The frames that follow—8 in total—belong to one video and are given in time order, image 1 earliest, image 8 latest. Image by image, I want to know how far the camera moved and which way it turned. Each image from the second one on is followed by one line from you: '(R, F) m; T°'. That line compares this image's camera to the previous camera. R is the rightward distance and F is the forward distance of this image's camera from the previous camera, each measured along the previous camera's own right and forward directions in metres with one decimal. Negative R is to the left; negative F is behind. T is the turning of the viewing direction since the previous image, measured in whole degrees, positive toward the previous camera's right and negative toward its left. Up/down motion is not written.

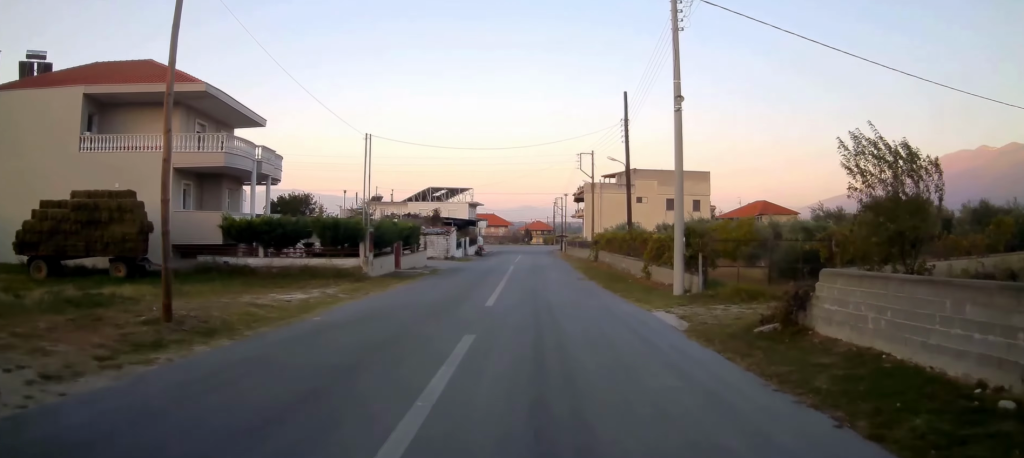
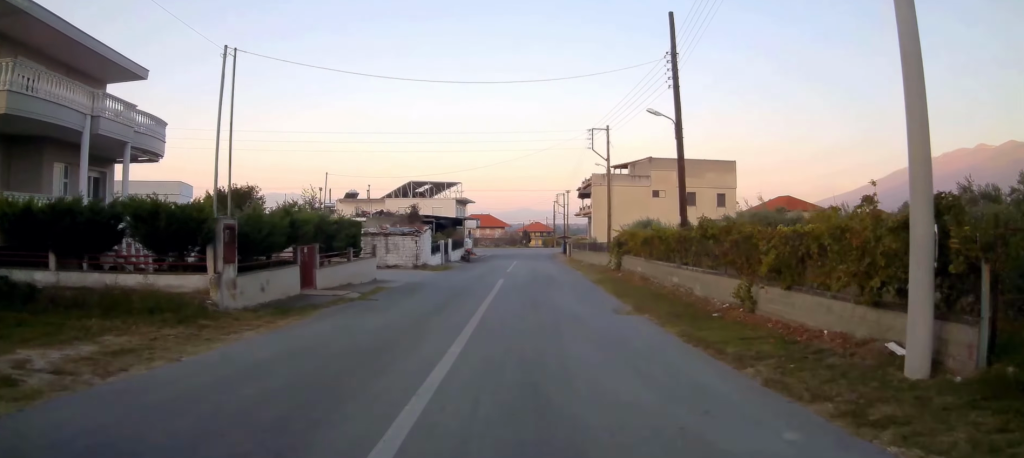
(-0.1, +12.5) m; -2°
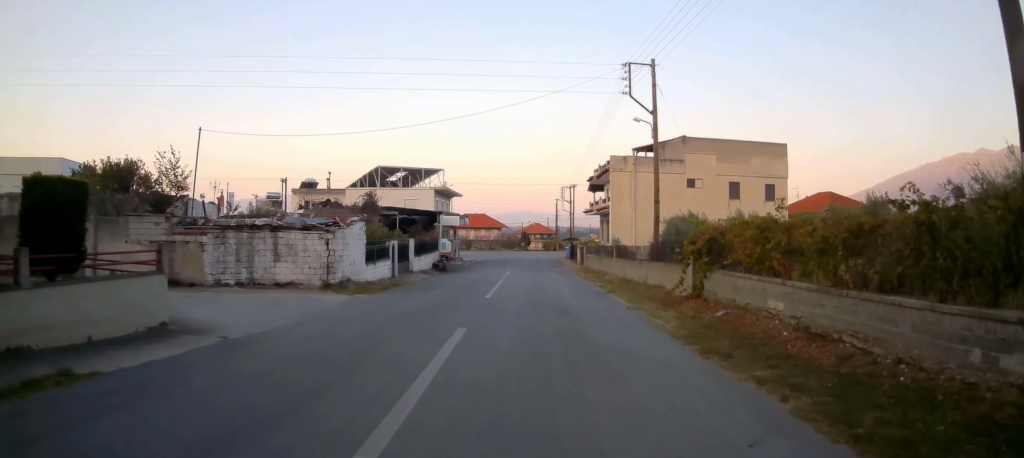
(0.0, +16.4) m; 0°
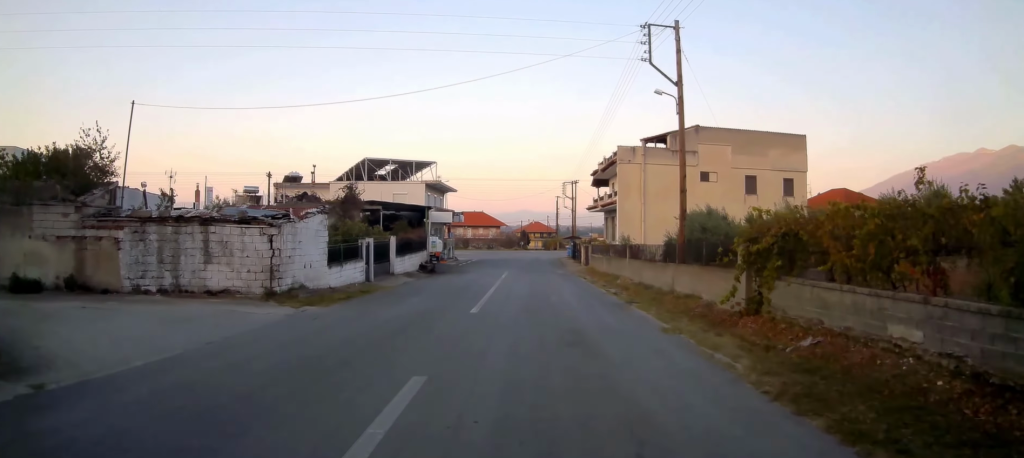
(+0.1, +4.7) m; 0°
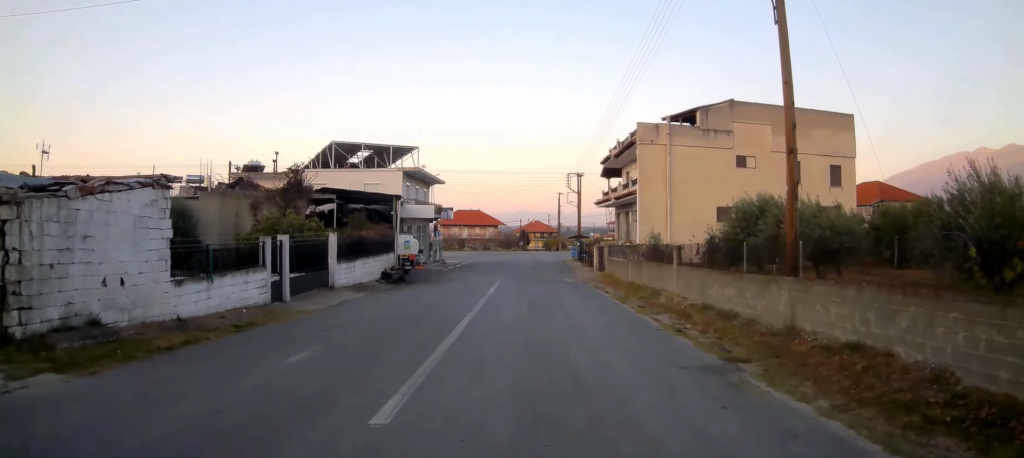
(-0.4, +9.5) m; 0°
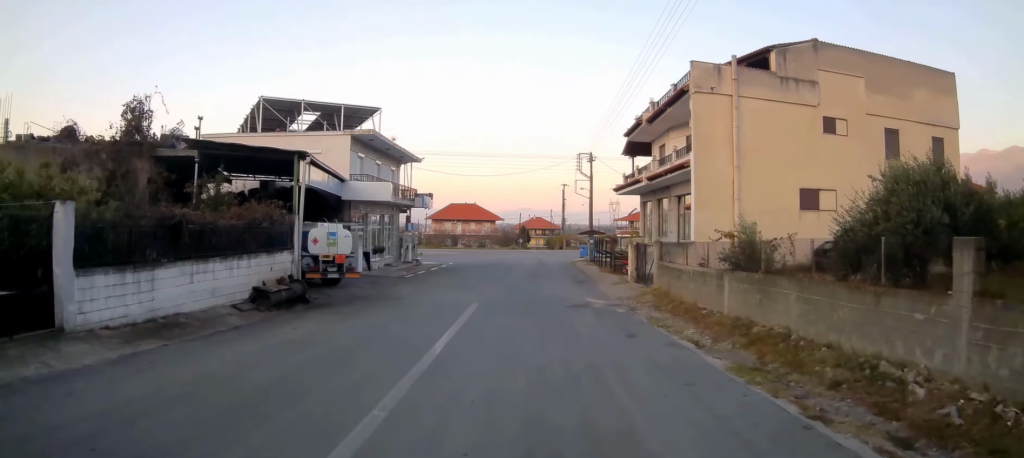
(+0.4, +13.2) m; +1°
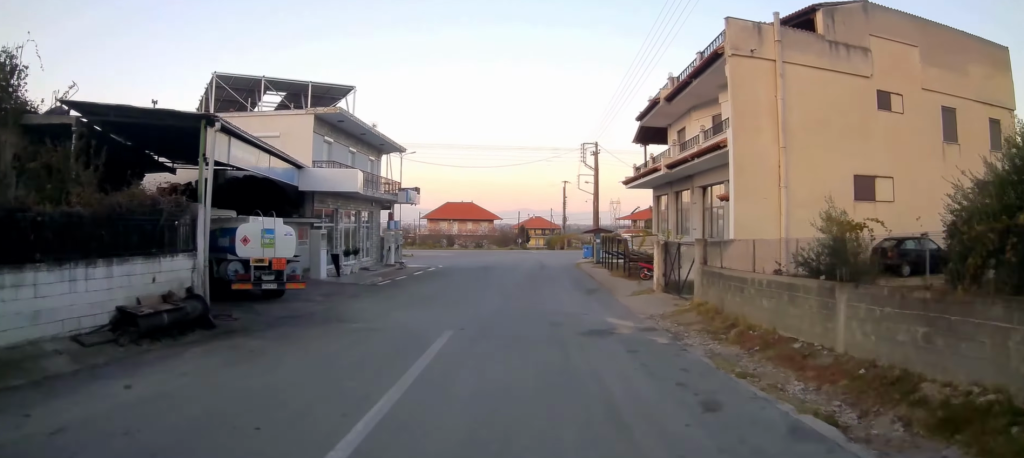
(+0.1, +5.3) m; -1°
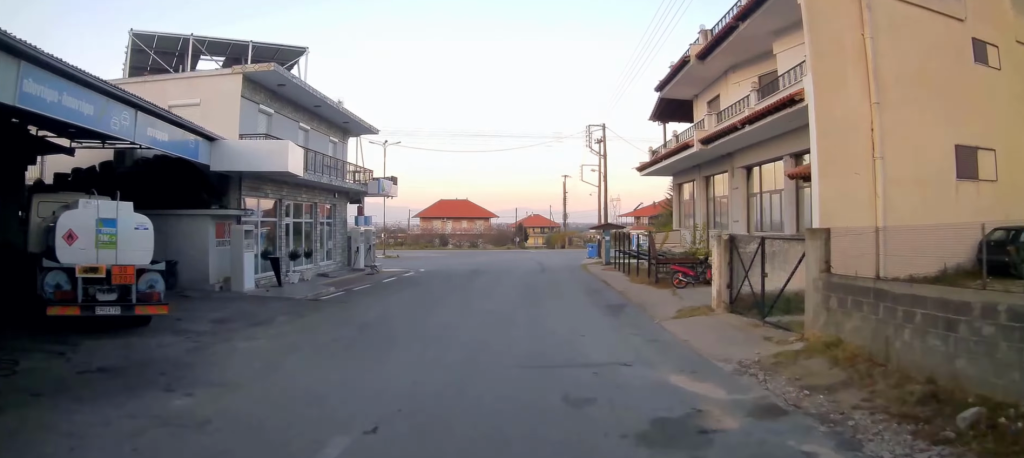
(-0.1, +6.5) m; -1°
